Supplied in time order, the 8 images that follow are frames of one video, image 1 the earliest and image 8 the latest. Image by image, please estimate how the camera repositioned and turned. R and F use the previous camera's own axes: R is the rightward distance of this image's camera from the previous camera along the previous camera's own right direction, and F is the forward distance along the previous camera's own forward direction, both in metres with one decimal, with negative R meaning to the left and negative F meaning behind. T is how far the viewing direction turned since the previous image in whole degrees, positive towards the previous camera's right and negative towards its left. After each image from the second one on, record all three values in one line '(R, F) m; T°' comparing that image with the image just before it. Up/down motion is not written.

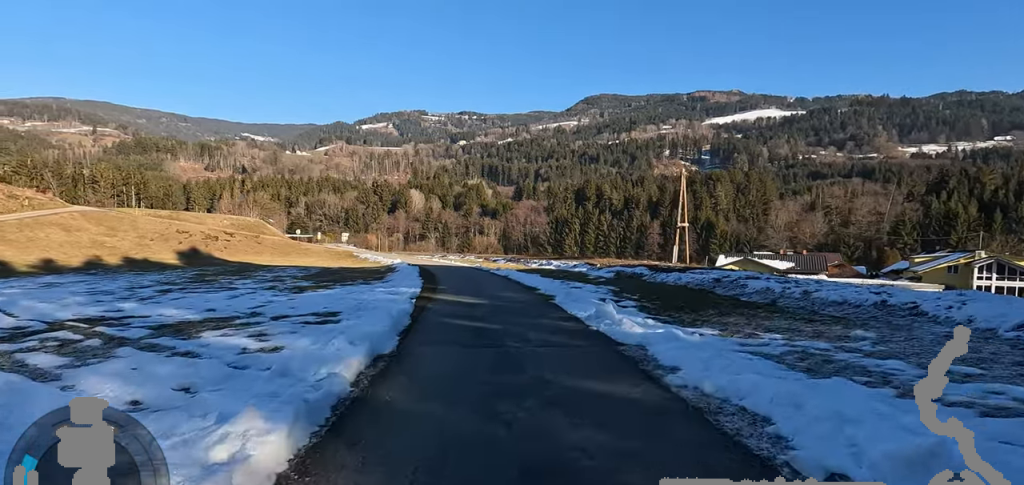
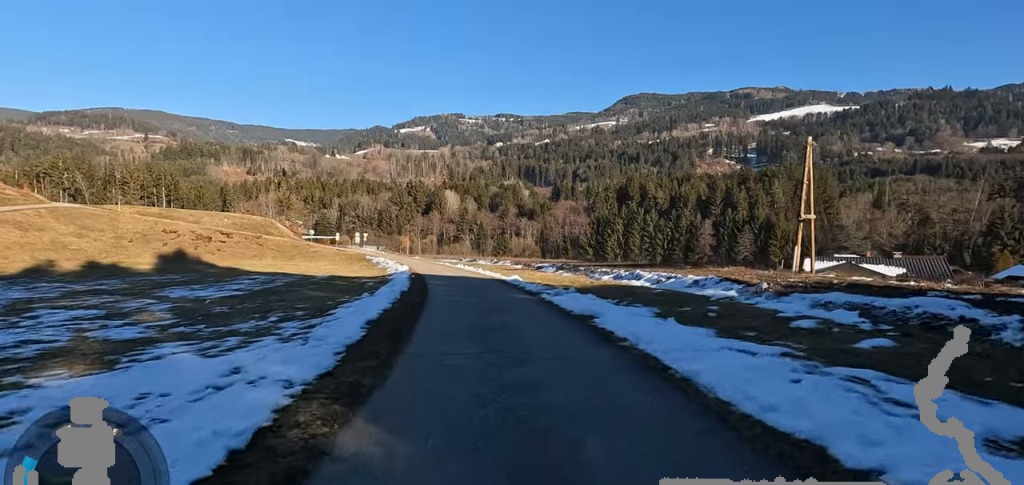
(-0.1, +12.6) m; -12°
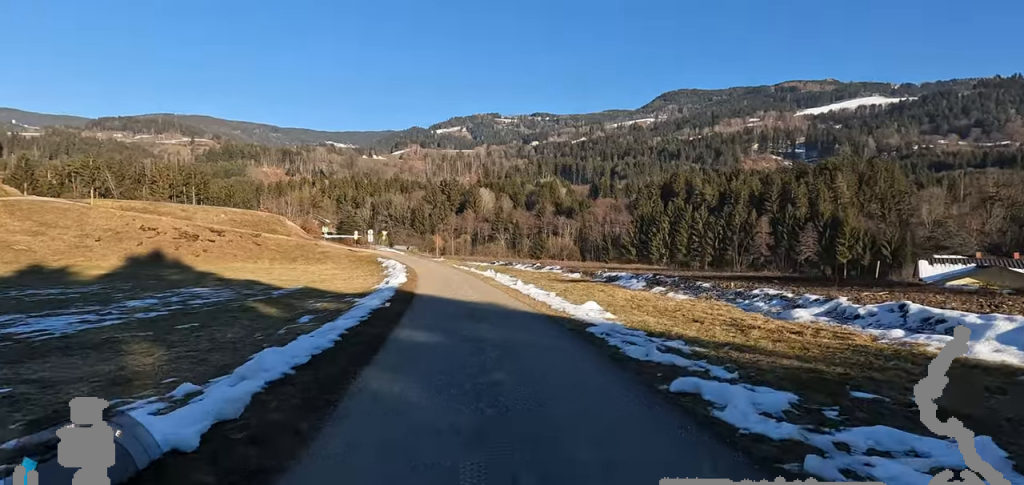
(-0.7, +11.5) m; -4°
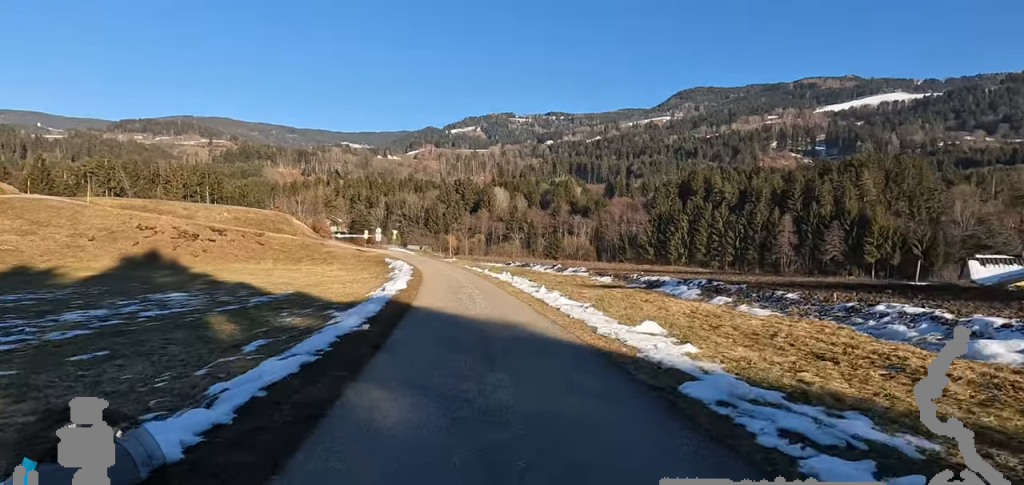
(0.0, +3.3) m; +1°
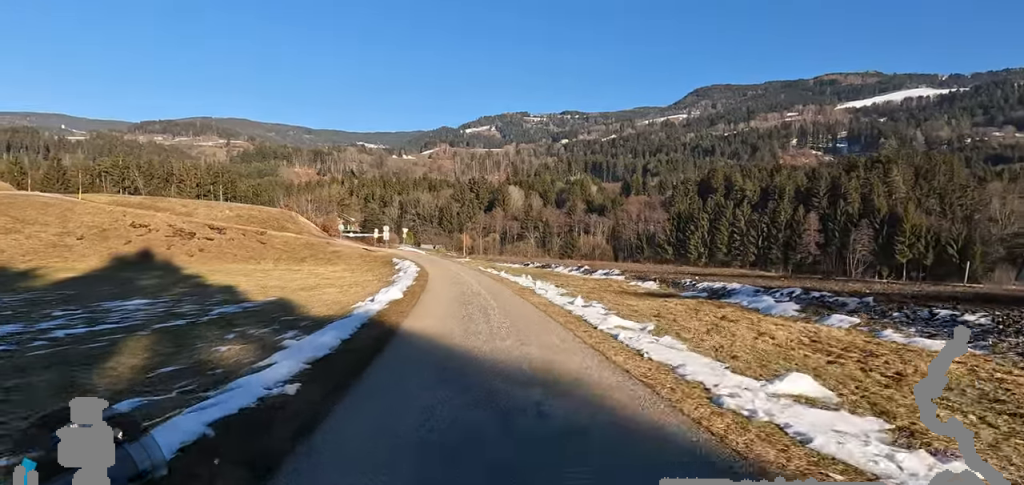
(+0.2, +3.7) m; +2°
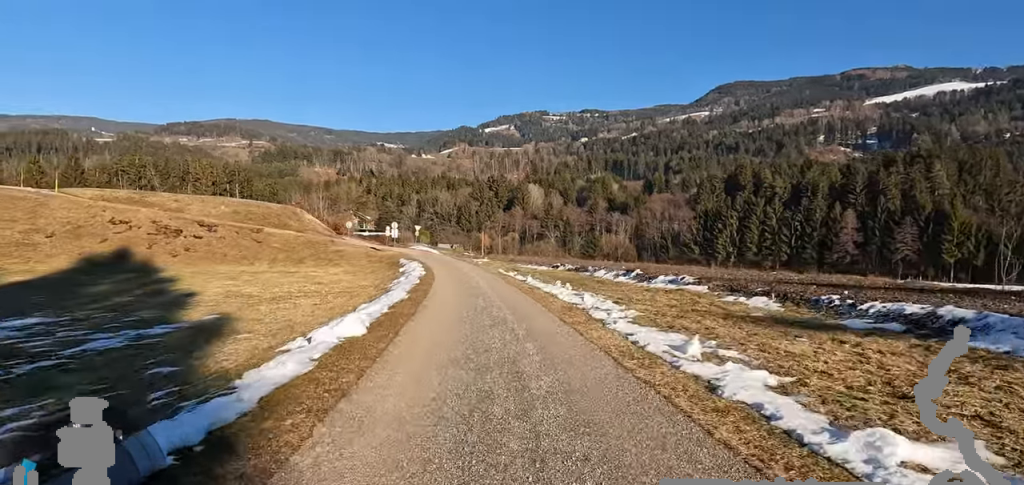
(+0.1, +5.6) m; -3°
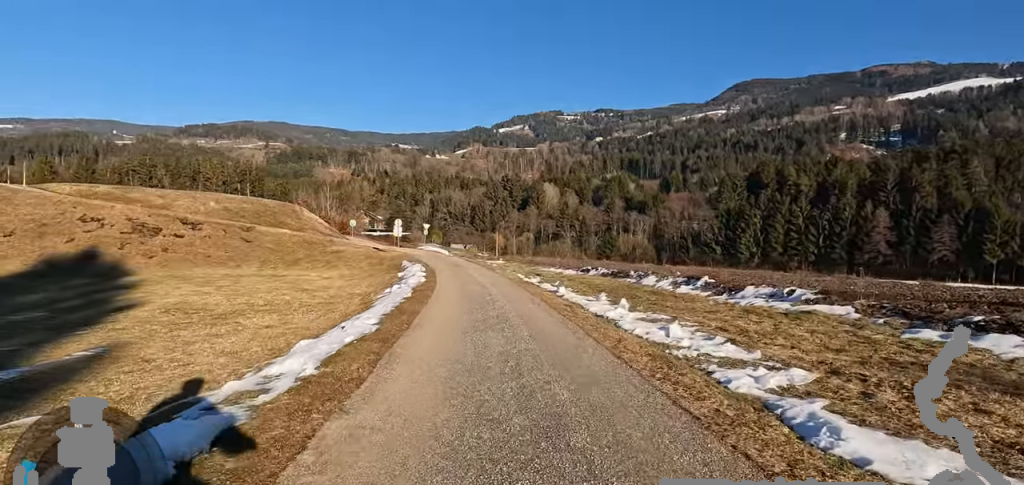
(-0.2, +4.7) m; -5°
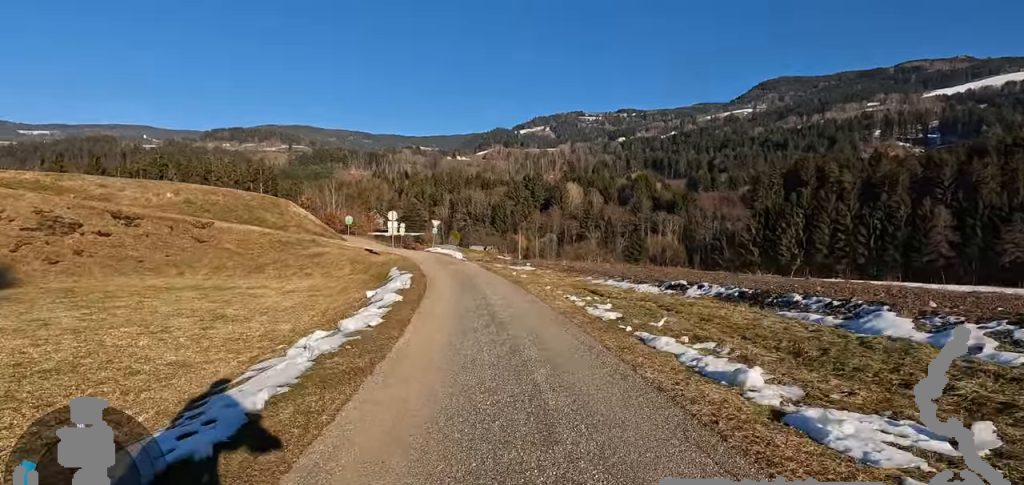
(-1.0, +9.5) m; -6°
